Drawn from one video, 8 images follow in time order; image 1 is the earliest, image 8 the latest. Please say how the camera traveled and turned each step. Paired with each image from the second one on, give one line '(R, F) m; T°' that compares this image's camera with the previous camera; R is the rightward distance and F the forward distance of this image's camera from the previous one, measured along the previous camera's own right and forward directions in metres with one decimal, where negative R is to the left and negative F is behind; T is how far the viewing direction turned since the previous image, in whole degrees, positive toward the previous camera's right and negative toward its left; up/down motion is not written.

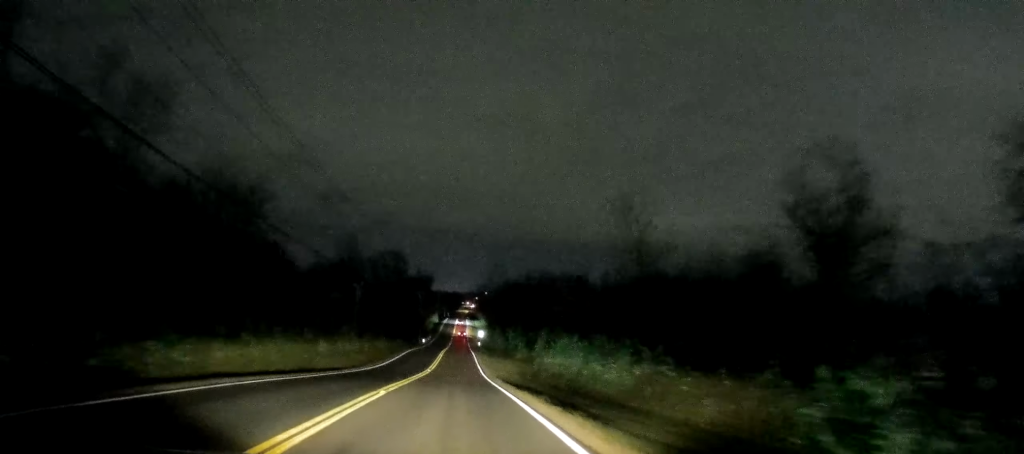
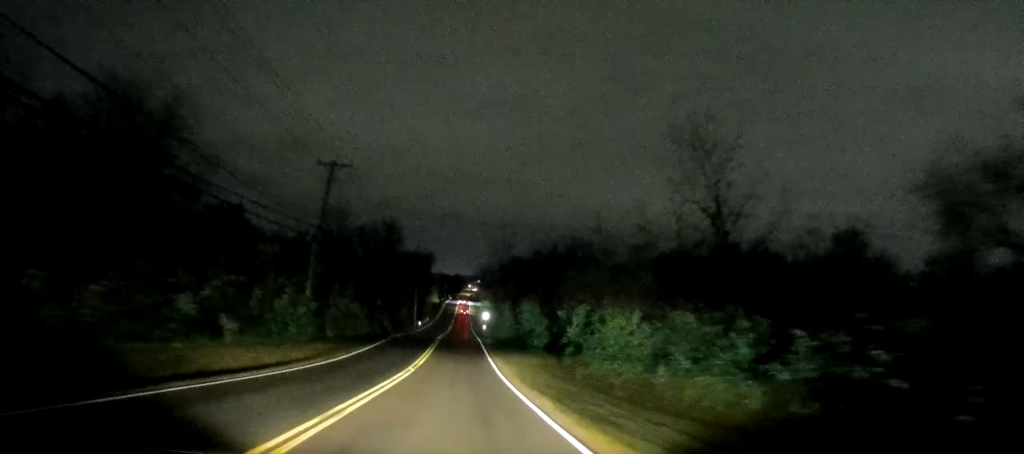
(0.0, +14.9) m; -1°
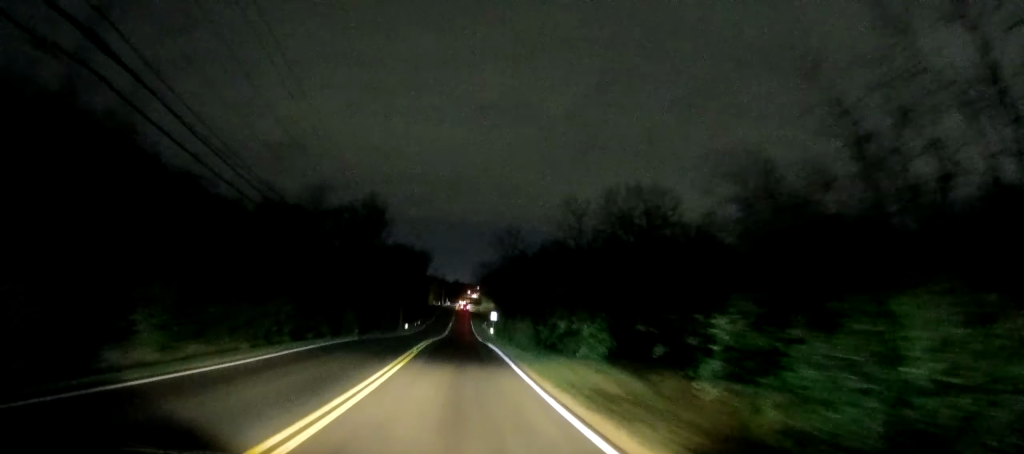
(-0.5, +21.9) m; -1°
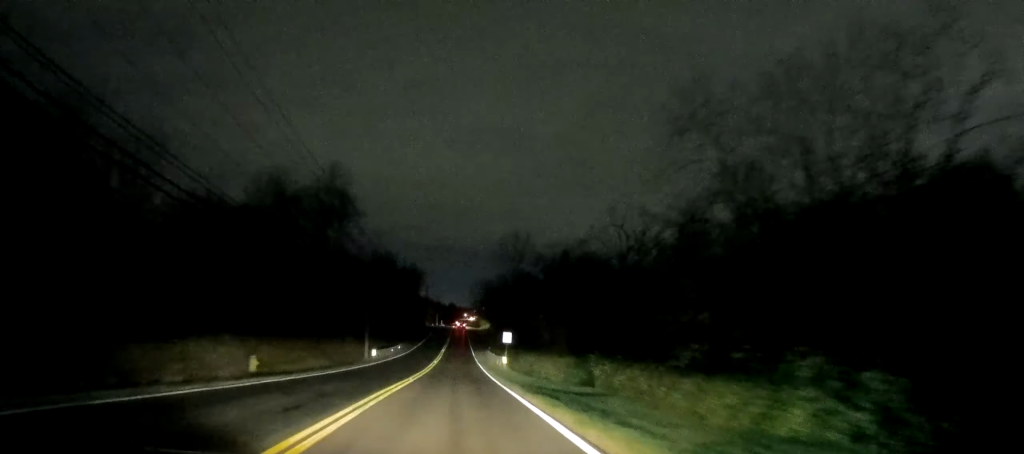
(0.0, +23.8) m; +1°
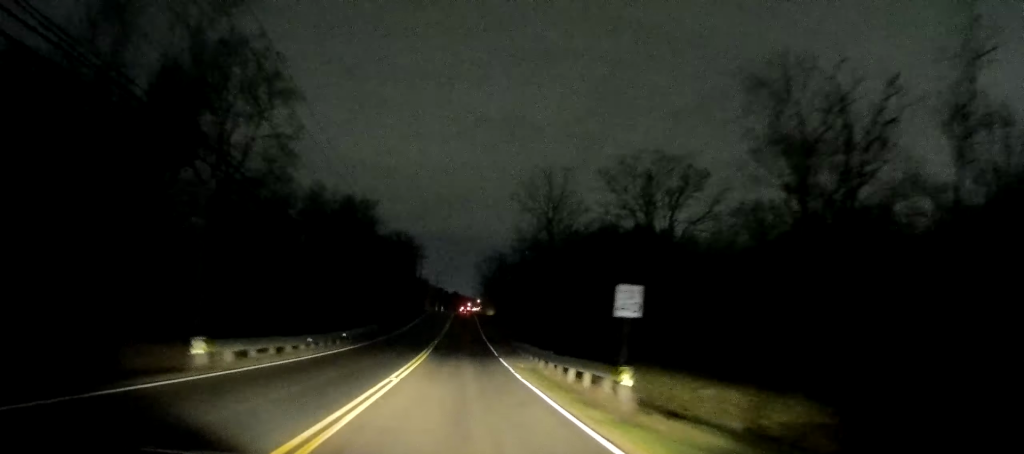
(+0.5, +32.0) m; 0°
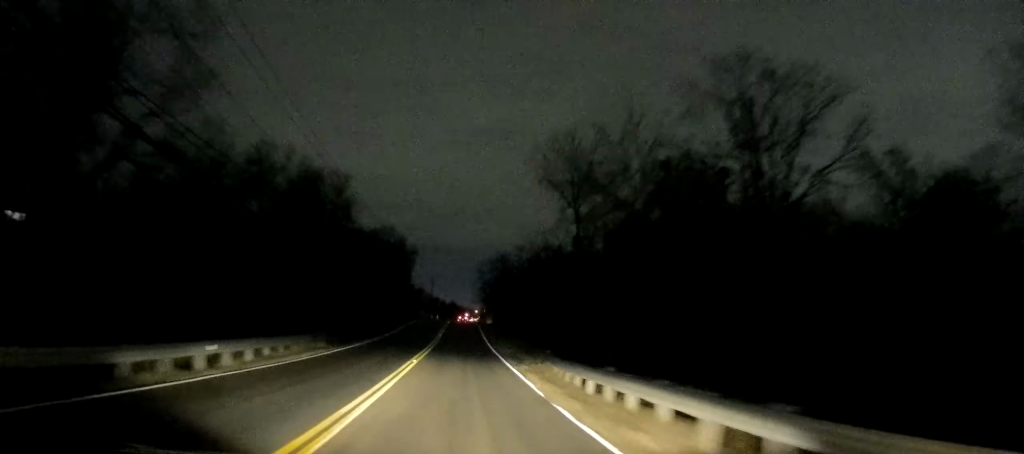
(-0.4, +16.8) m; 0°
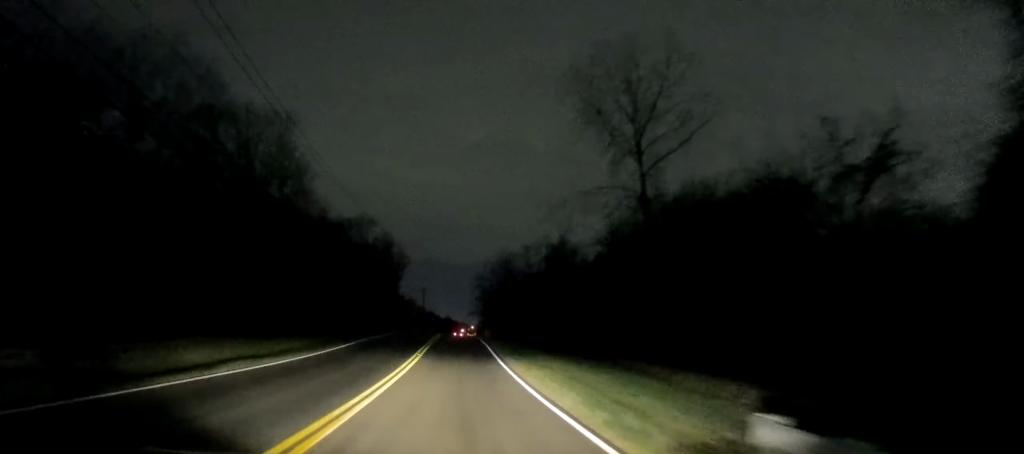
(+0.5, +19.9) m; +1°
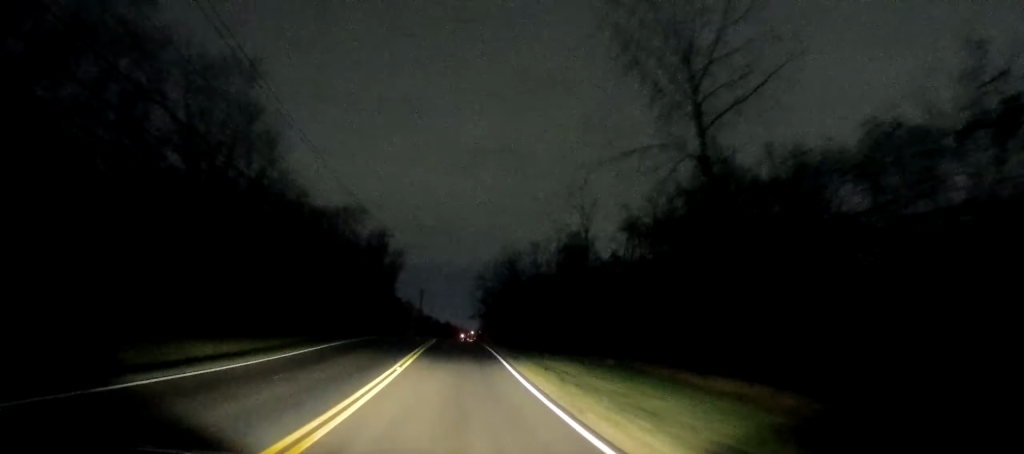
(0.0, +8.6) m; 0°
